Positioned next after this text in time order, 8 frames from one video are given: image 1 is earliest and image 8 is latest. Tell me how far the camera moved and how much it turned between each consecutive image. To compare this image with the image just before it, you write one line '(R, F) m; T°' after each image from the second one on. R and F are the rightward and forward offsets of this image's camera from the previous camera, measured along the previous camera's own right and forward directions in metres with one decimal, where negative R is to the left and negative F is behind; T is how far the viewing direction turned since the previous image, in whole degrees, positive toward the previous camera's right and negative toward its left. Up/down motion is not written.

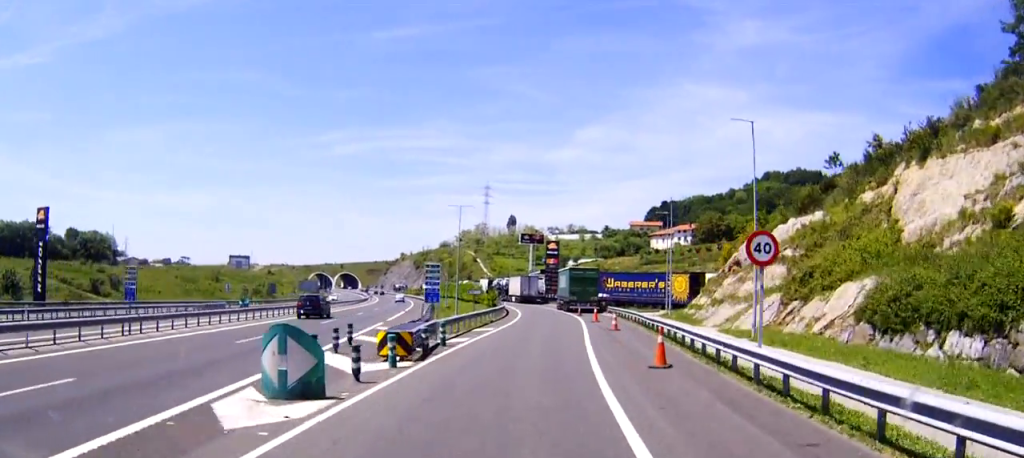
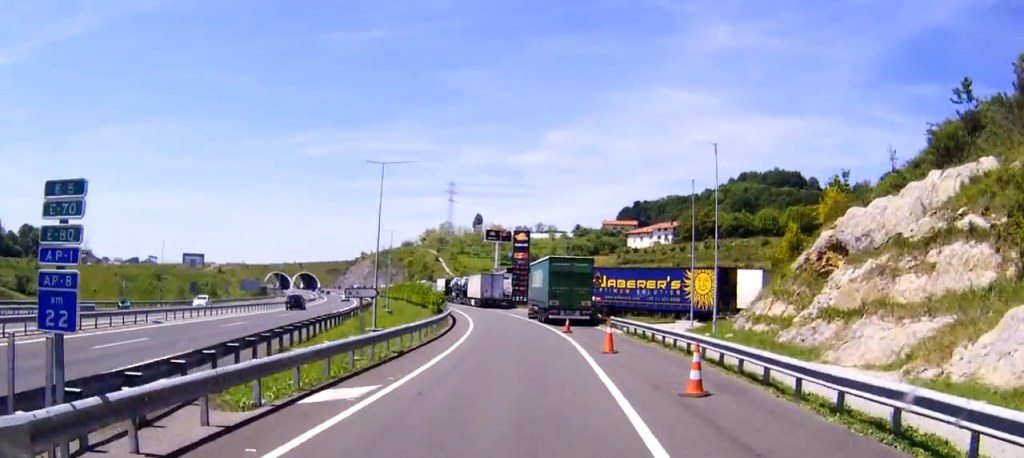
(+0.1, +21.5) m; 0°
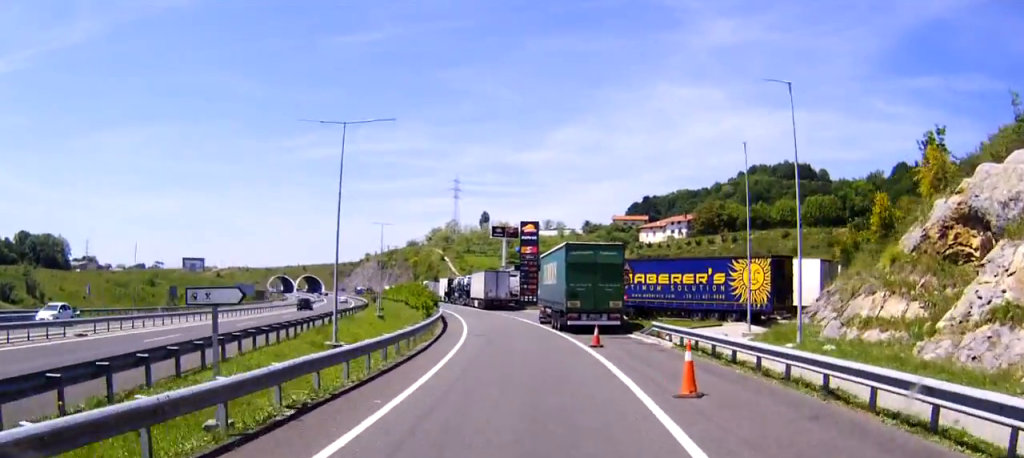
(0.0, +9.8) m; 0°
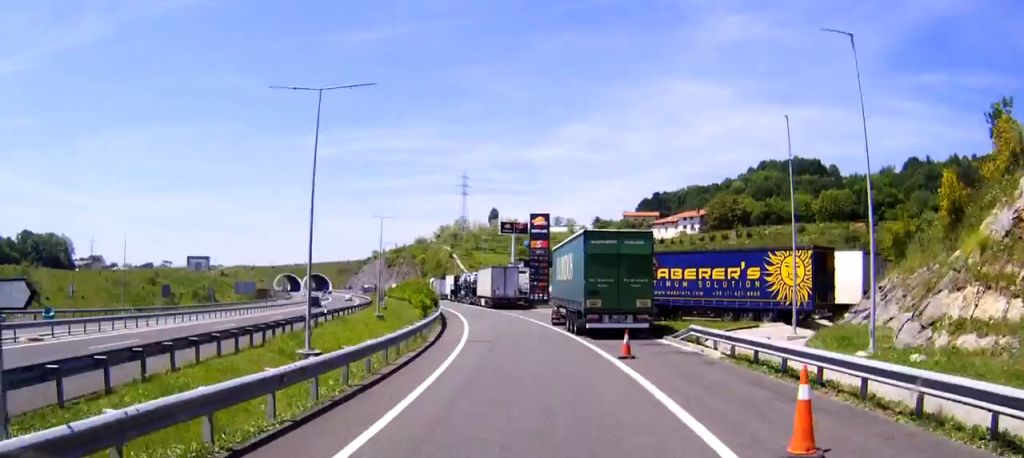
(0.0, +4.9) m; 0°
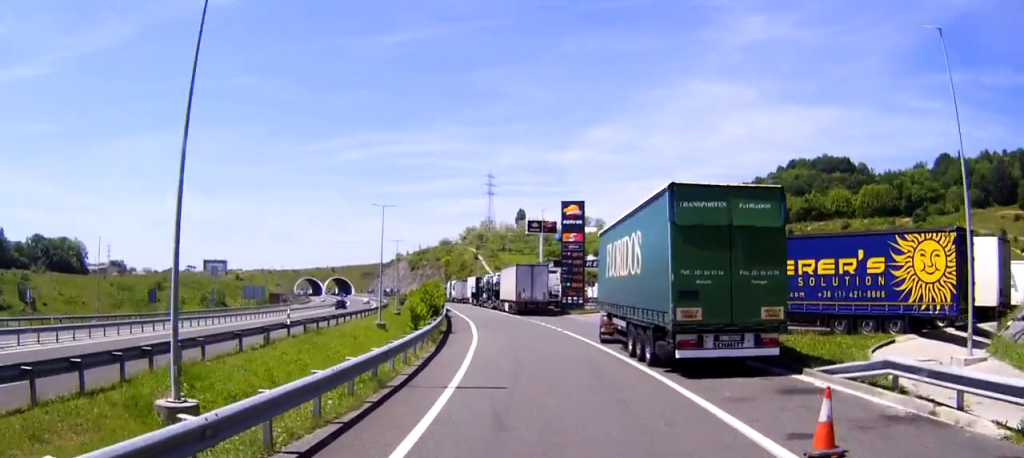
(0.0, +11.5) m; 0°
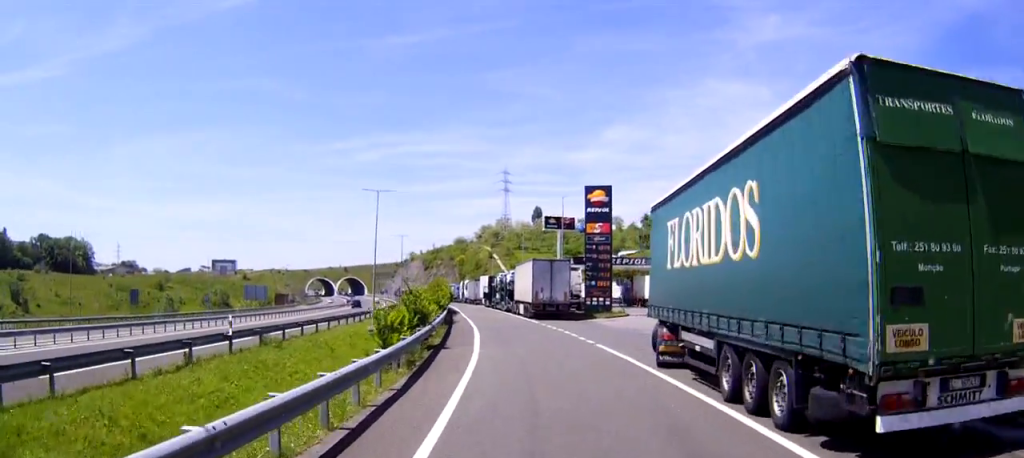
(0.0, +8.4) m; 0°
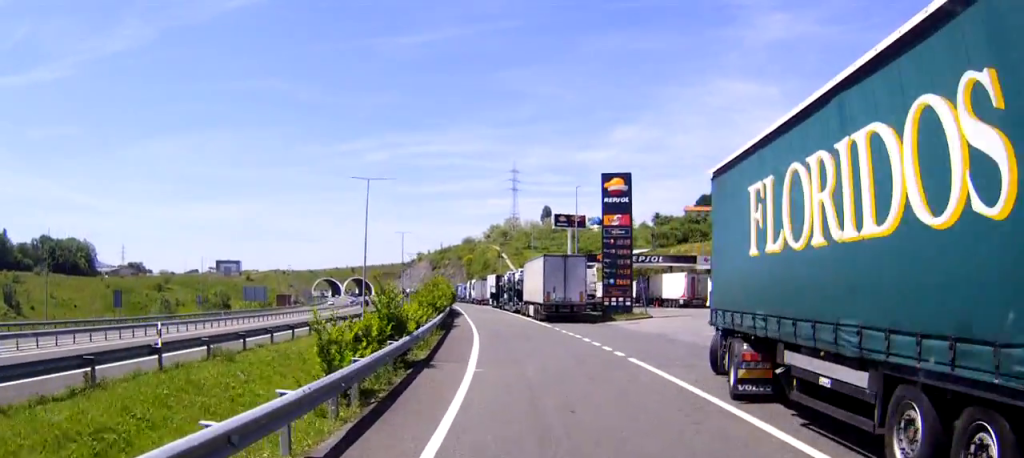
(0.0, +5.8) m; 0°
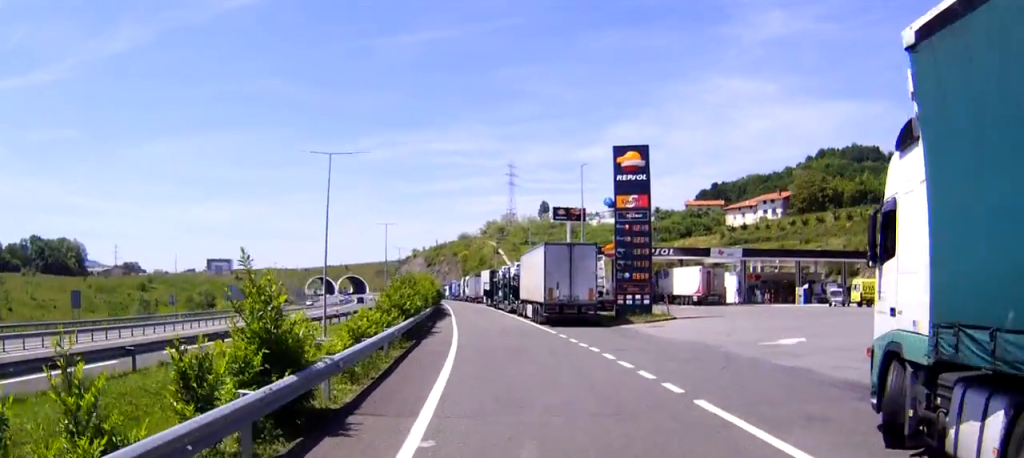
(0.0, +8.3) m; +3°
